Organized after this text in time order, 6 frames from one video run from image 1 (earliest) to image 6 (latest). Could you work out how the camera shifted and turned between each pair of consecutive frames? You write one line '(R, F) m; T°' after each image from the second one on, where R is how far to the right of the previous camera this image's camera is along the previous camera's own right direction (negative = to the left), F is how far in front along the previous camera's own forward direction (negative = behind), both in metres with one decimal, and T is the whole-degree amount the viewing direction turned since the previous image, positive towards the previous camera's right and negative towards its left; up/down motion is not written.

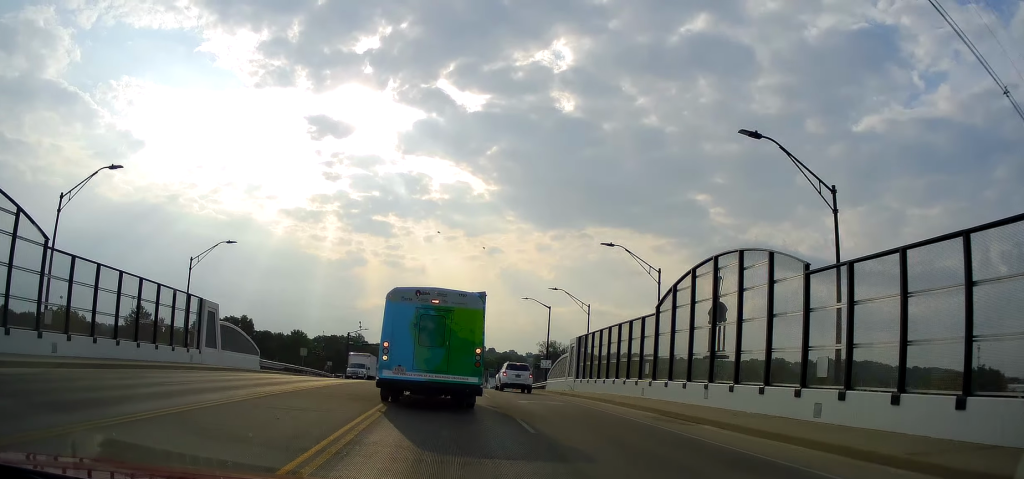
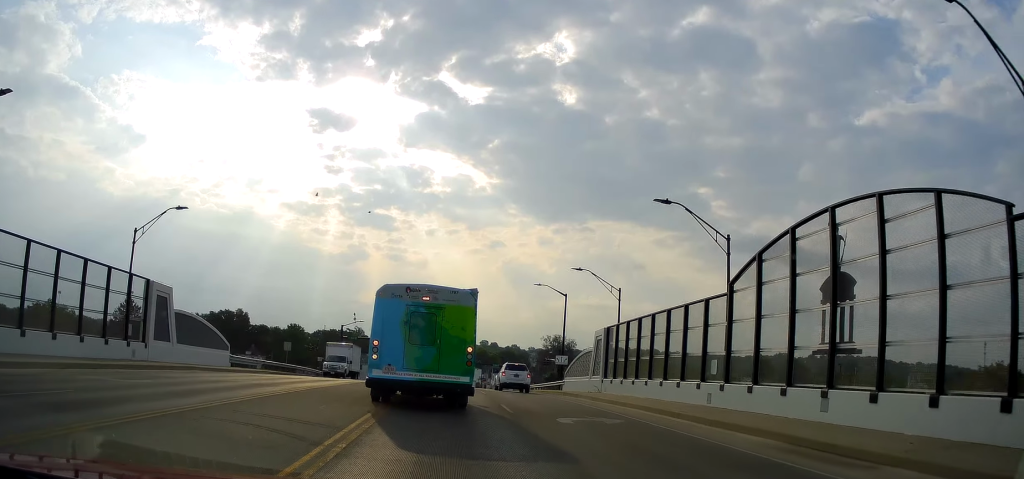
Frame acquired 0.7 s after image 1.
(+0.2, +8.1) m; +1°
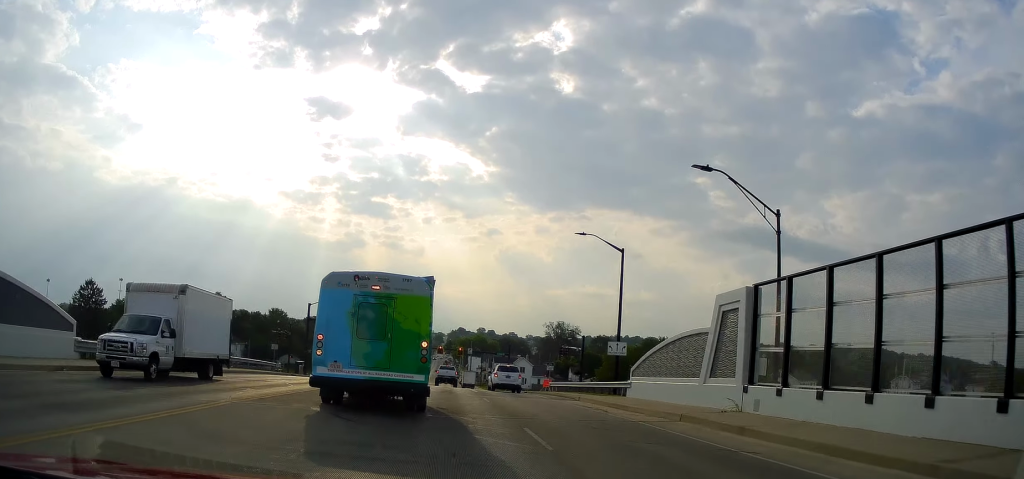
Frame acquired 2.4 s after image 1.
(-0.8, +20.2) m; -2°
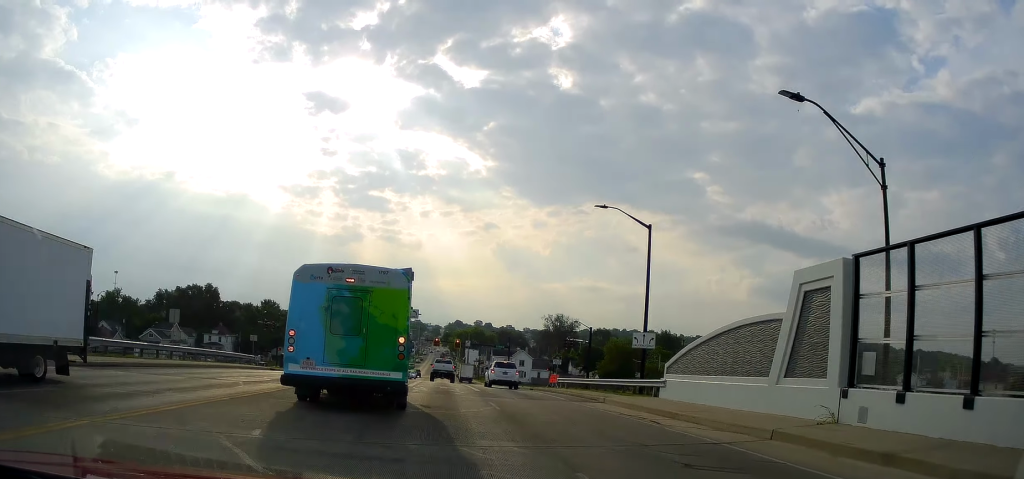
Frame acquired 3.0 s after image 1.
(+0.3, +5.8) m; +2°
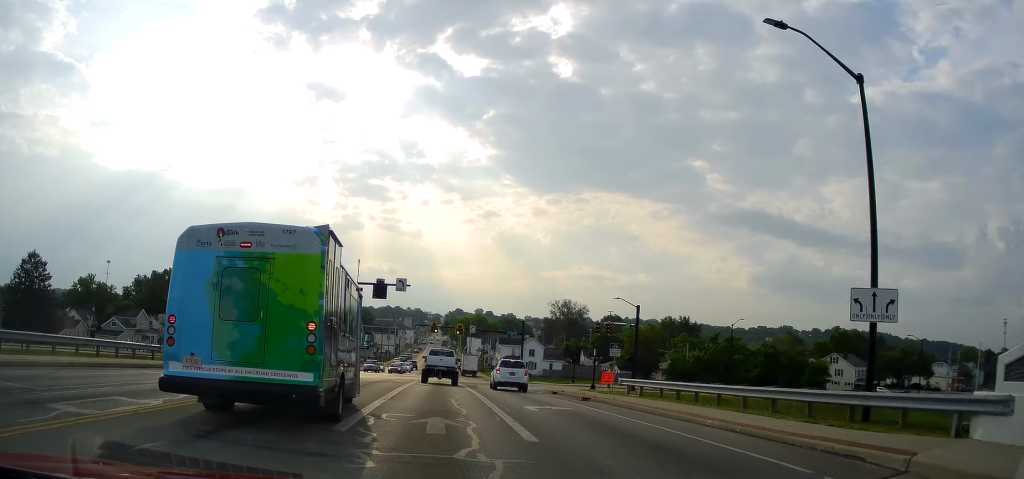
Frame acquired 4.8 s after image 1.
(+0.5, +19.3) m; +1°
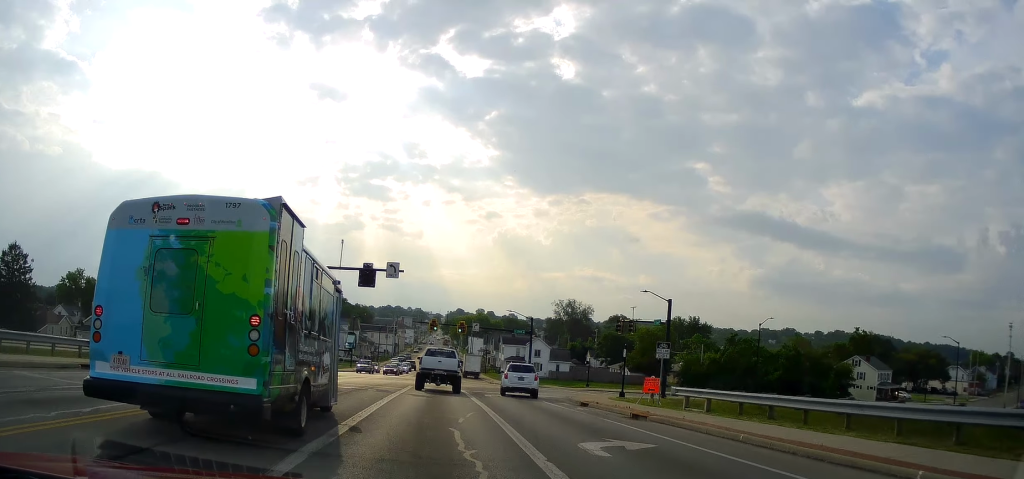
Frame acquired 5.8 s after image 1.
(-0.1, +8.8) m; -3°
